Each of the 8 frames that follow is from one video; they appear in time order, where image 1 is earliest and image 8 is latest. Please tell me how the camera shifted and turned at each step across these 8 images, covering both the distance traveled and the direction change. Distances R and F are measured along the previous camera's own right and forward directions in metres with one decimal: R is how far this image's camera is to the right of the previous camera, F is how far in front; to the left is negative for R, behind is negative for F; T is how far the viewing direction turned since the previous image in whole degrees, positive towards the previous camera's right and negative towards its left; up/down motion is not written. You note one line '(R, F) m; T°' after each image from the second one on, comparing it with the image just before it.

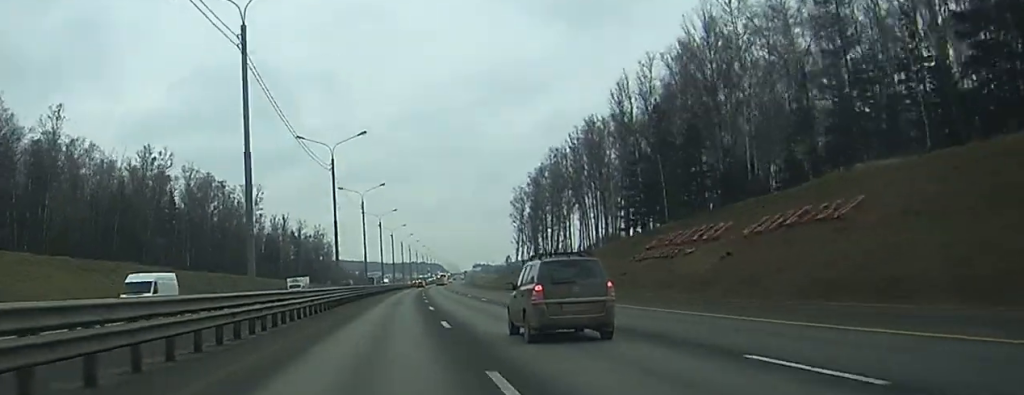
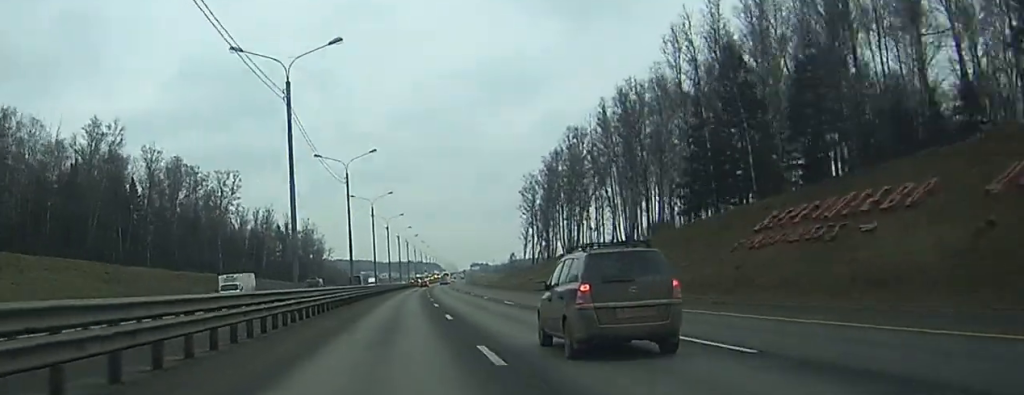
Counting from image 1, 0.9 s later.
(-0.7, +30.2) m; 0°
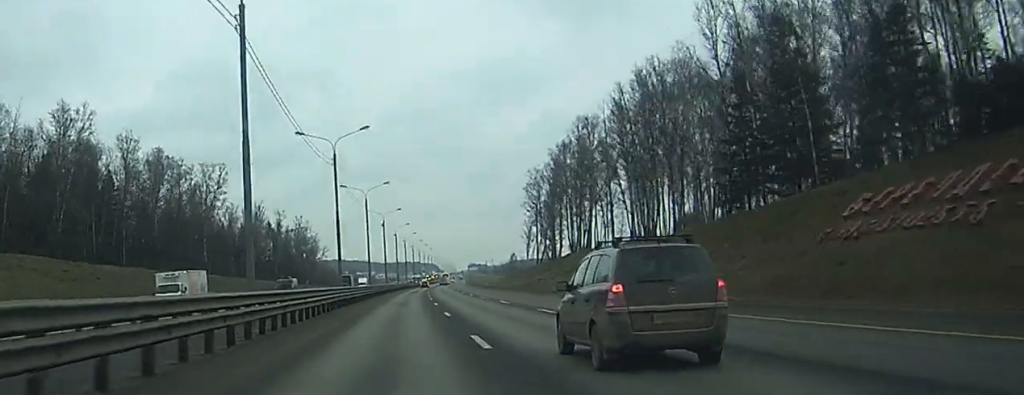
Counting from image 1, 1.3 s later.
(+0.3, +14.0) m; +1°
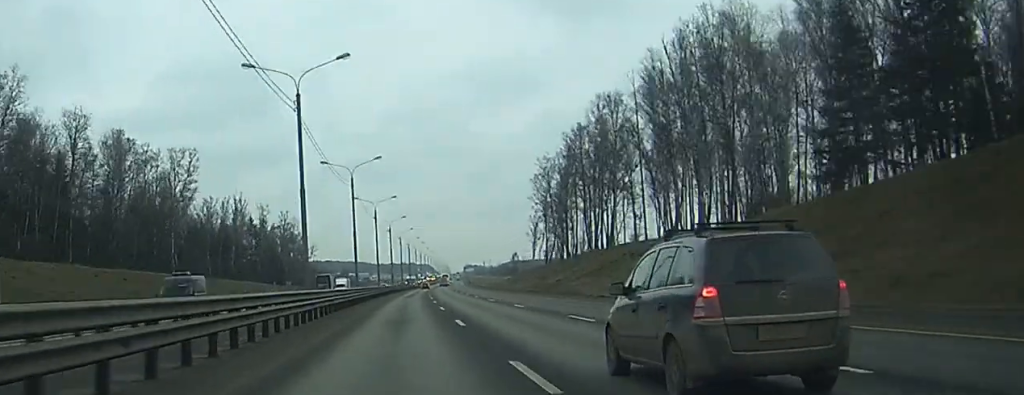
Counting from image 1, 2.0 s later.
(+0.3, +24.2) m; +1°
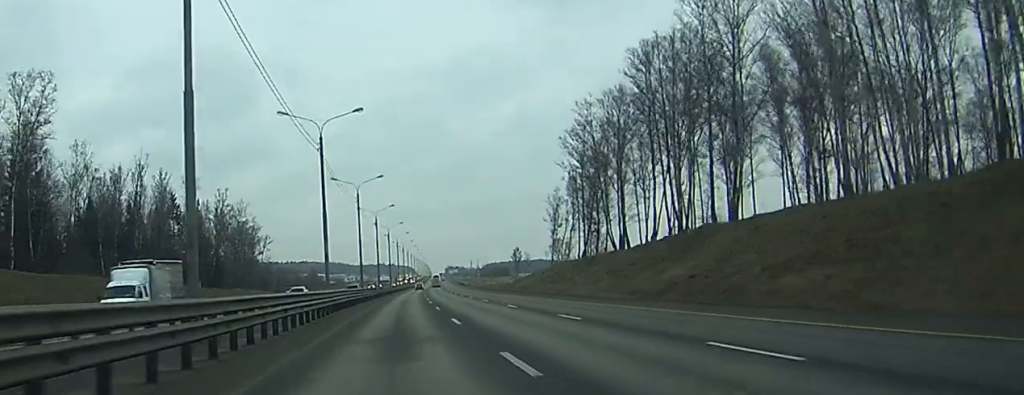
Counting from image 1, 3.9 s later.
(+1.1, +64.1) m; +1°
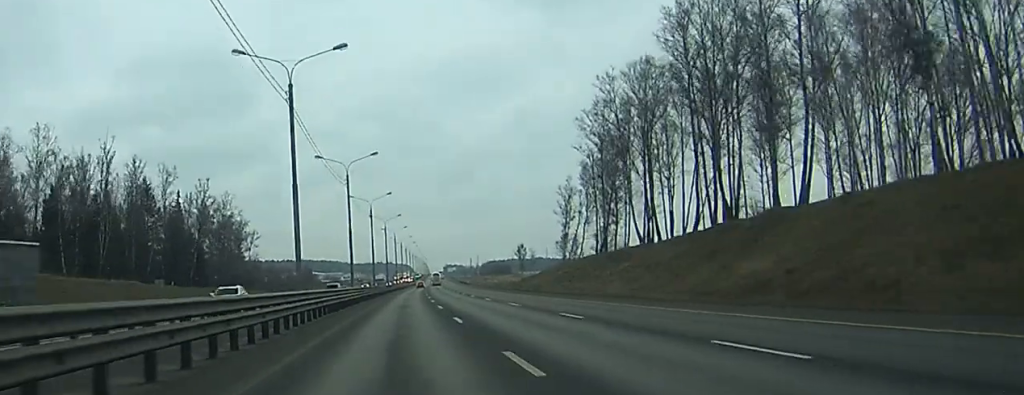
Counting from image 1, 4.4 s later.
(0.0, +16.0) m; 0°
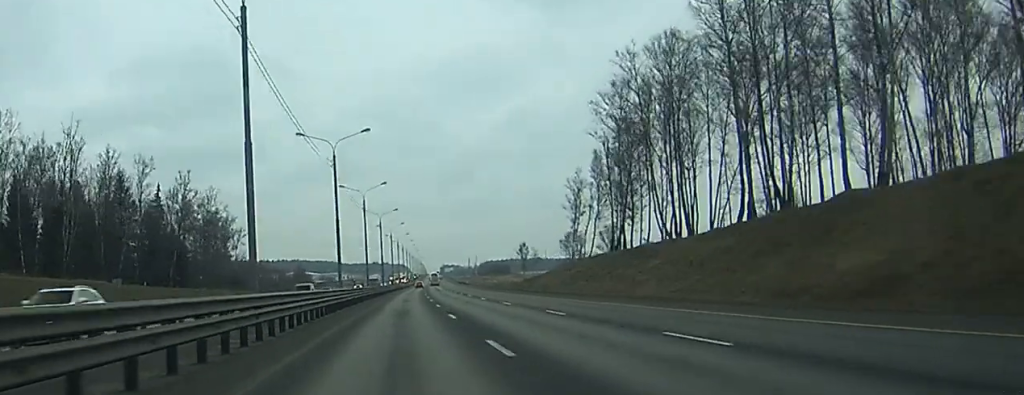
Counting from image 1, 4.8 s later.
(0.0, +12.9) m; 0°
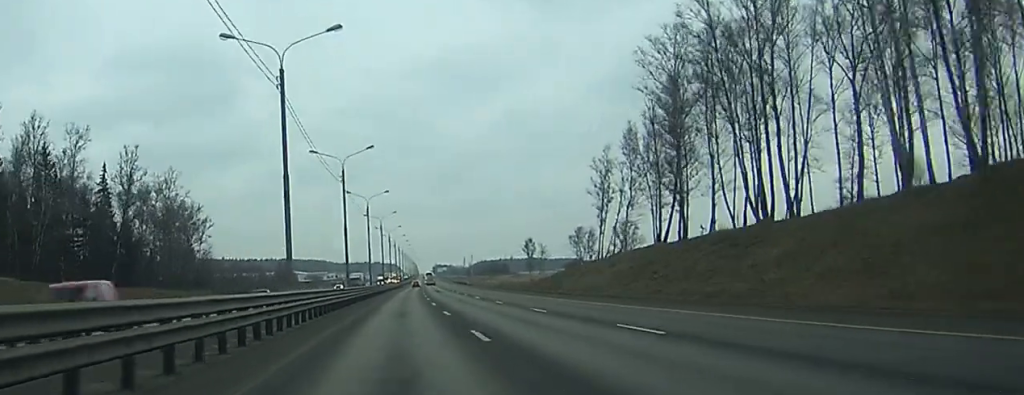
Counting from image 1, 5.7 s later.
(+0.2, +27.6) m; +1°
